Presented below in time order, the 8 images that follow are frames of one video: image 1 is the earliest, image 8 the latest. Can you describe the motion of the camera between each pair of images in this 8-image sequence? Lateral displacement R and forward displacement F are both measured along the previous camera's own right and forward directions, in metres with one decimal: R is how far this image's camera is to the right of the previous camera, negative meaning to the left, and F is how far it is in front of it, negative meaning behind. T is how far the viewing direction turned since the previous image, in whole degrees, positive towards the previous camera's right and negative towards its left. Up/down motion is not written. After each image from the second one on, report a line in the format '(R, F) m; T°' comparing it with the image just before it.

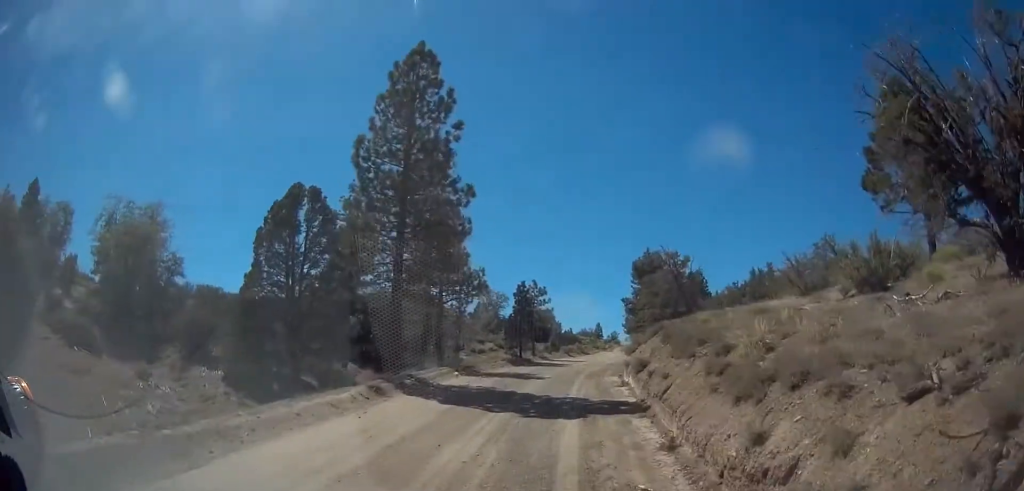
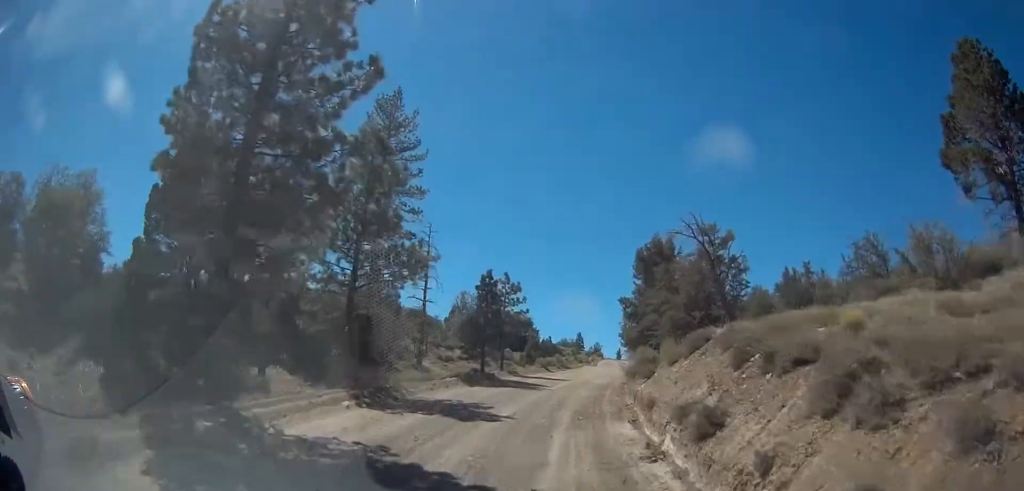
(-0.3, +9.5) m; -1°
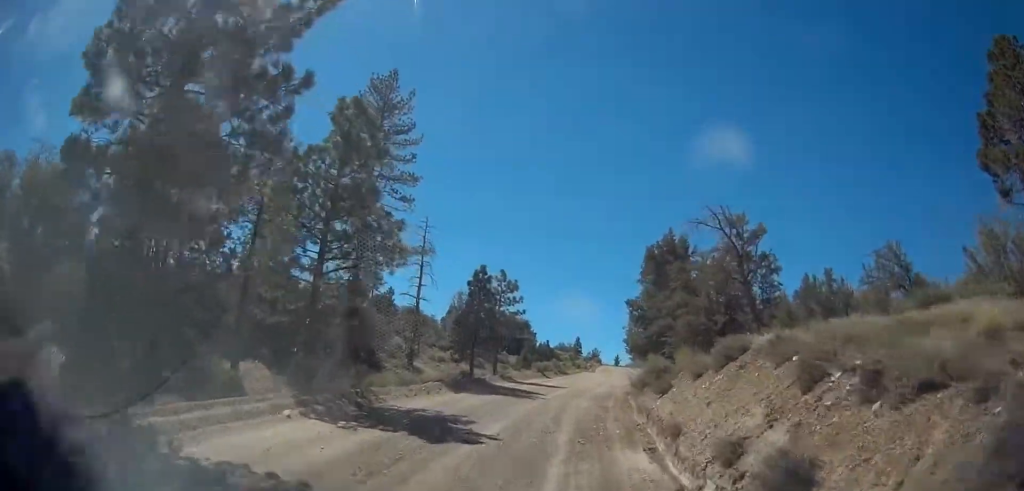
(+0.1, +2.8) m; +2°
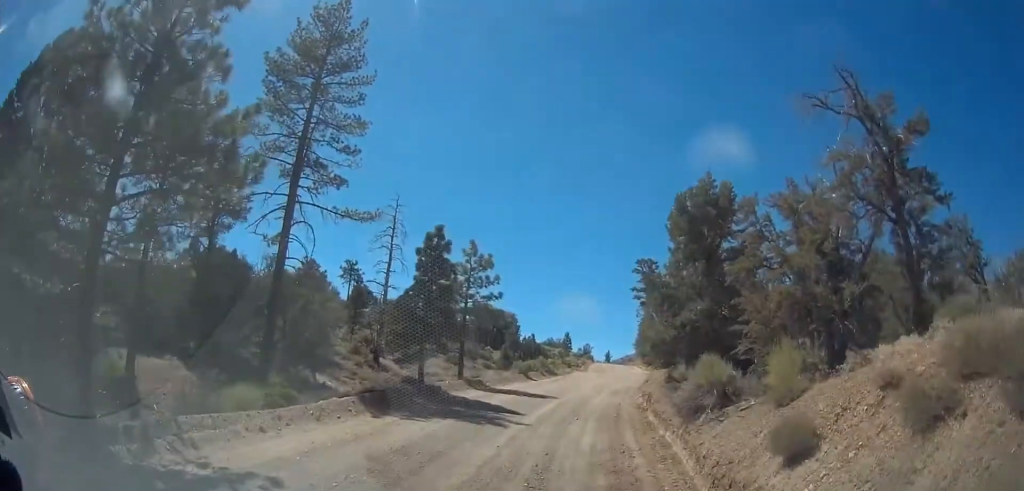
(+0.3, +8.2) m; +3°
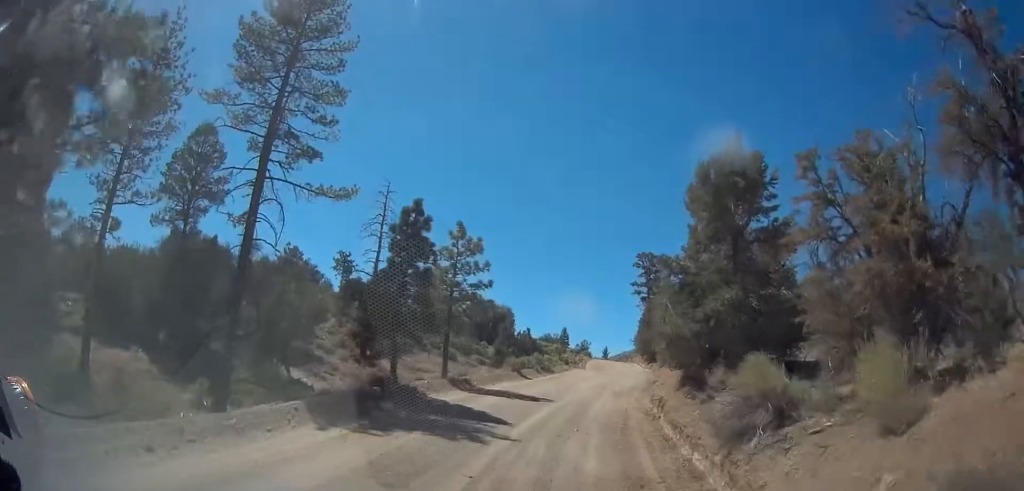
(0.0, +2.9) m; 0°
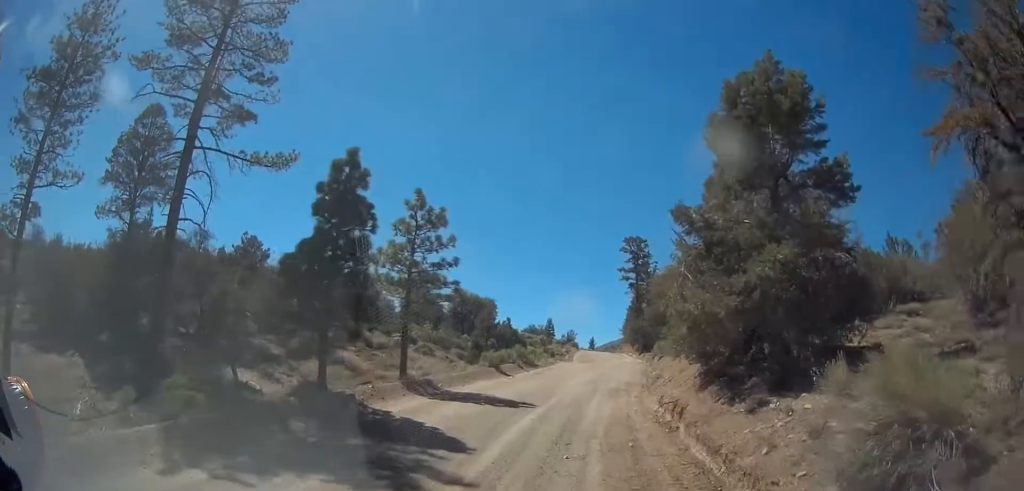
(0.0, +4.1) m; 0°
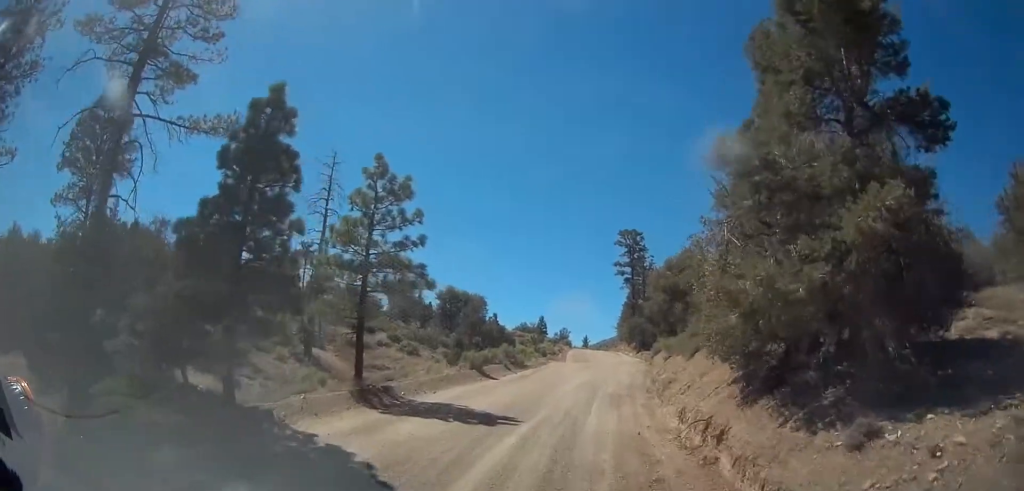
(0.0, +3.5) m; +1°
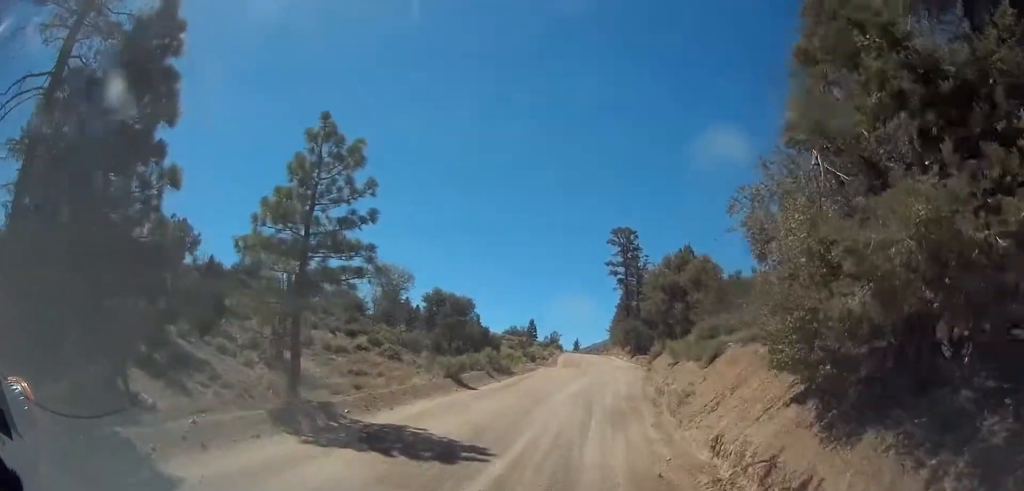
(0.0, +3.3) m; +1°
